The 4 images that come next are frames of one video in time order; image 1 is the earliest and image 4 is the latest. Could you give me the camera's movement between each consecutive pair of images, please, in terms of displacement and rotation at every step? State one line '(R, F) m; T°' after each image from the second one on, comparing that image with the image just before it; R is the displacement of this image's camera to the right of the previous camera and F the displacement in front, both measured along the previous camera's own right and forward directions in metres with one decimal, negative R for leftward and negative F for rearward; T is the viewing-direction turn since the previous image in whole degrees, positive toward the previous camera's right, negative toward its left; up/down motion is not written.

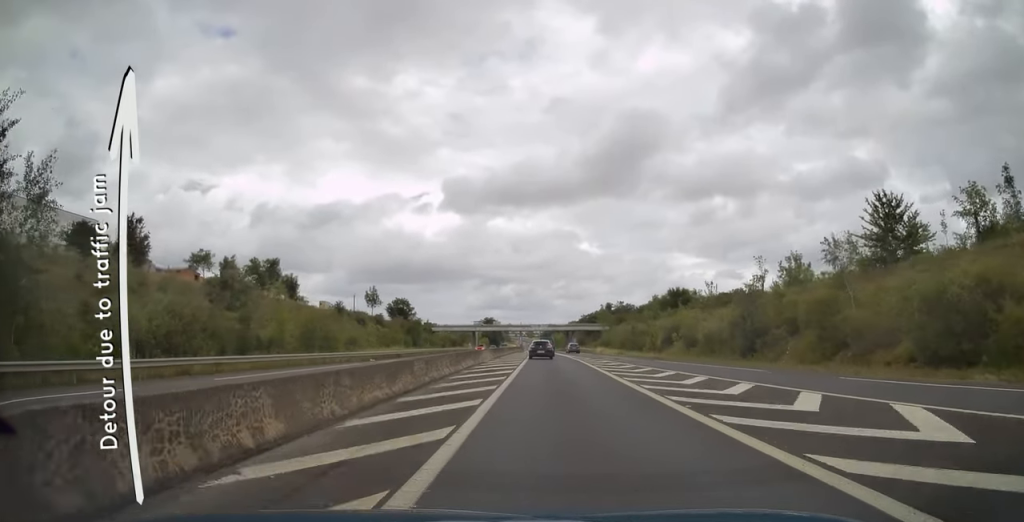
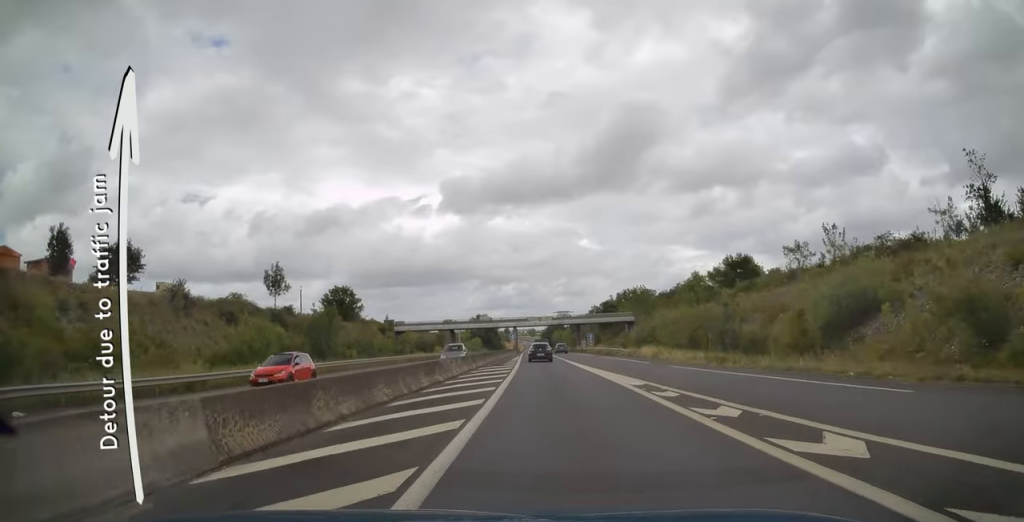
(0.0, +40.8) m; -1°
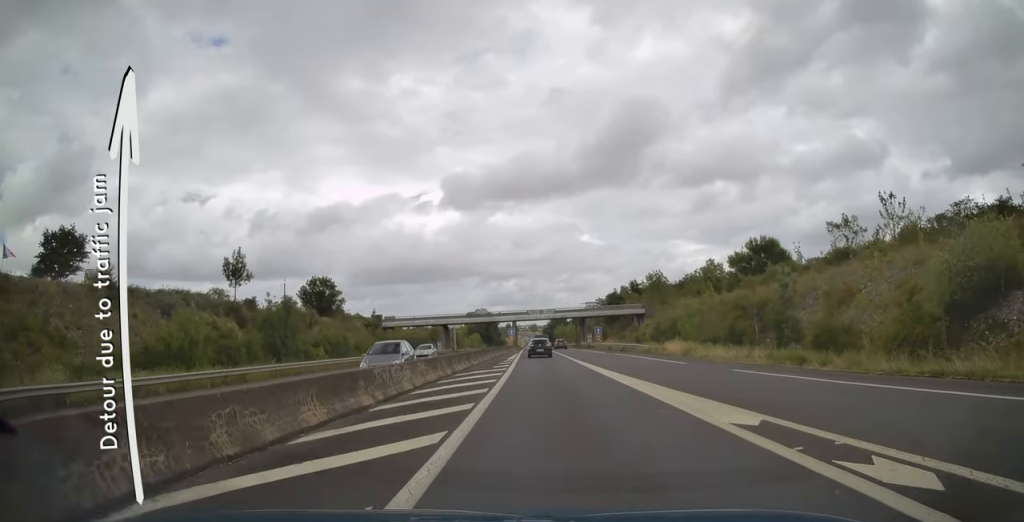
(-0.1, +10.0) m; 0°
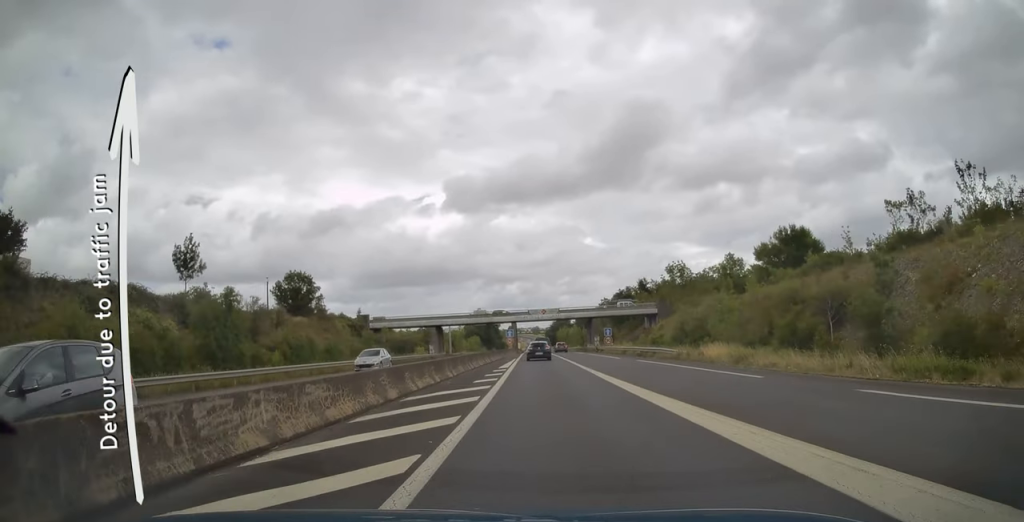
(0.0, +9.6) m; 0°
